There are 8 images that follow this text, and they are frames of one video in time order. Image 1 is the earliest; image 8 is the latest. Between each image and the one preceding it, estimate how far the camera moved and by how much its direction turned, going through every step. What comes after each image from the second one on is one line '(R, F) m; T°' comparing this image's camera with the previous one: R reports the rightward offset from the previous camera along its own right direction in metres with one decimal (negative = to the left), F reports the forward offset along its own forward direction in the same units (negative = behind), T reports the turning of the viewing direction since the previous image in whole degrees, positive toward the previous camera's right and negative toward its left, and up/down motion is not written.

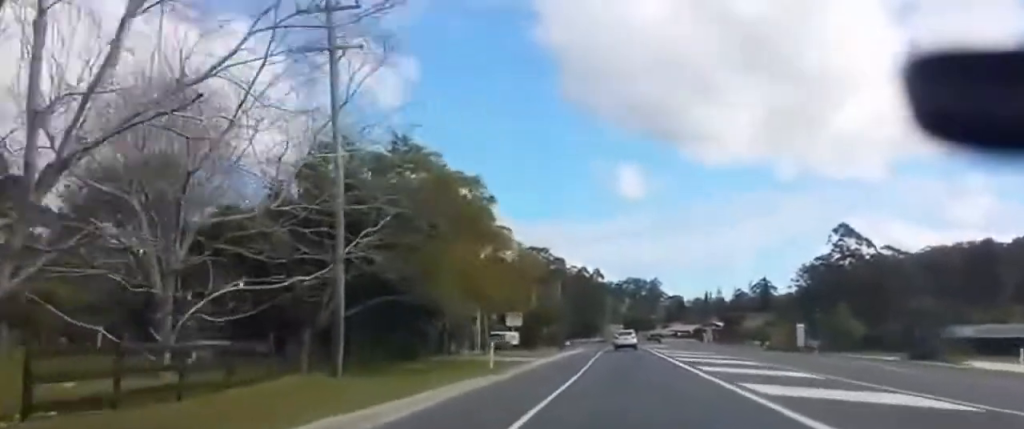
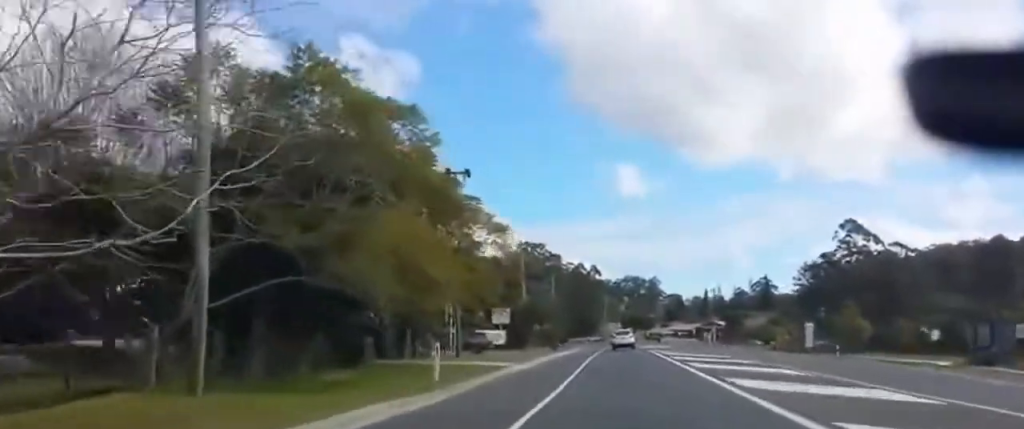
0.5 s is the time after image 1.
(0.0, +10.1) m; 0°
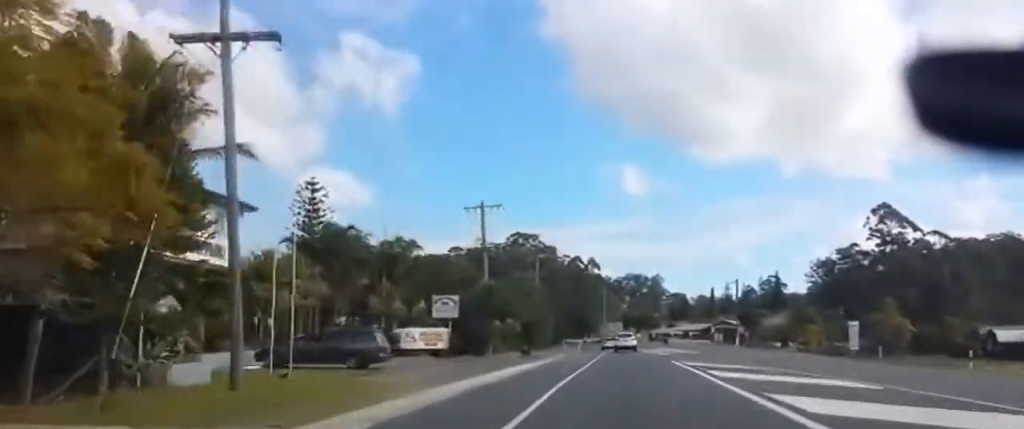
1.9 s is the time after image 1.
(-0.2, +30.8) m; -1°
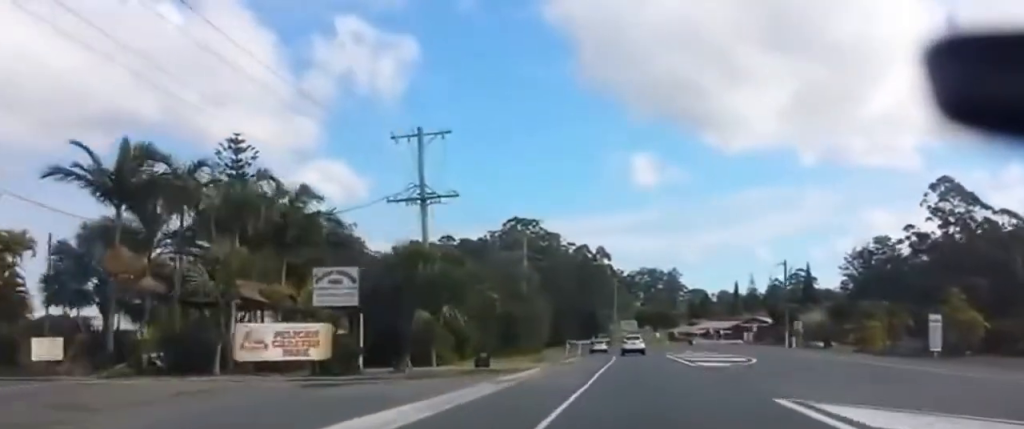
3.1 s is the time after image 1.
(-0.2, +24.9) m; 0°
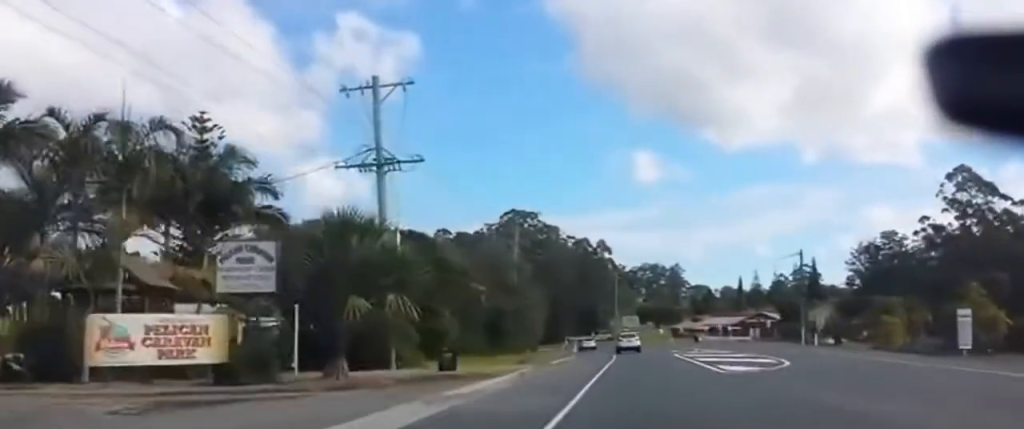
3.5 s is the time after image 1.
(+0.1, +9.2) m; 0°
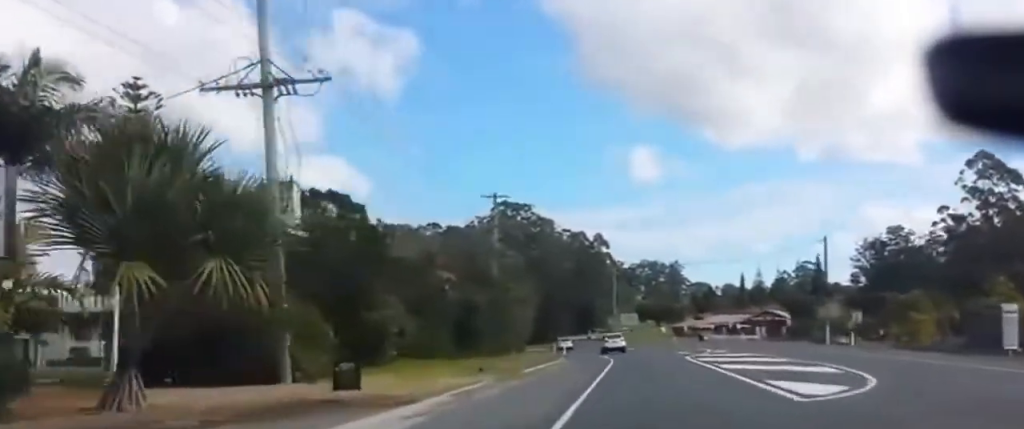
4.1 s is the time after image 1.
(-0.1, +12.8) m; 0°
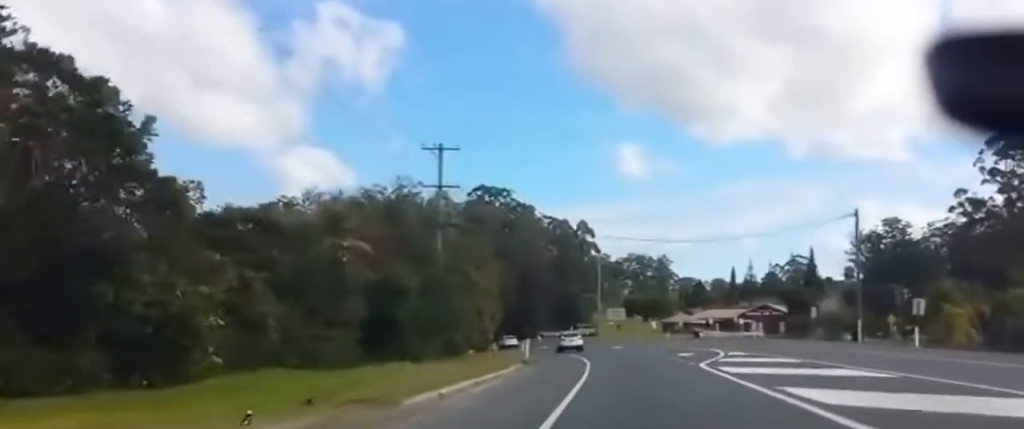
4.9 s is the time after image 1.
(-0.1, +17.0) m; 0°
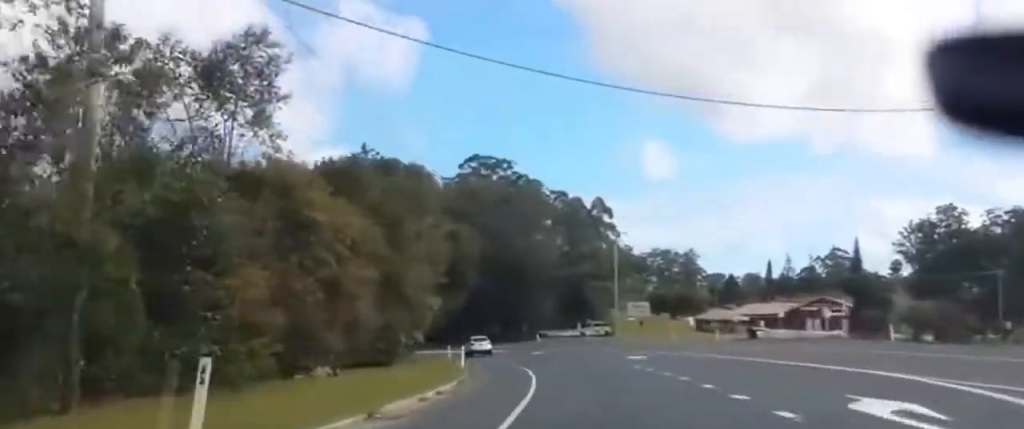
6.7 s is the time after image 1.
(+0.5, +38.1) m; -1°
